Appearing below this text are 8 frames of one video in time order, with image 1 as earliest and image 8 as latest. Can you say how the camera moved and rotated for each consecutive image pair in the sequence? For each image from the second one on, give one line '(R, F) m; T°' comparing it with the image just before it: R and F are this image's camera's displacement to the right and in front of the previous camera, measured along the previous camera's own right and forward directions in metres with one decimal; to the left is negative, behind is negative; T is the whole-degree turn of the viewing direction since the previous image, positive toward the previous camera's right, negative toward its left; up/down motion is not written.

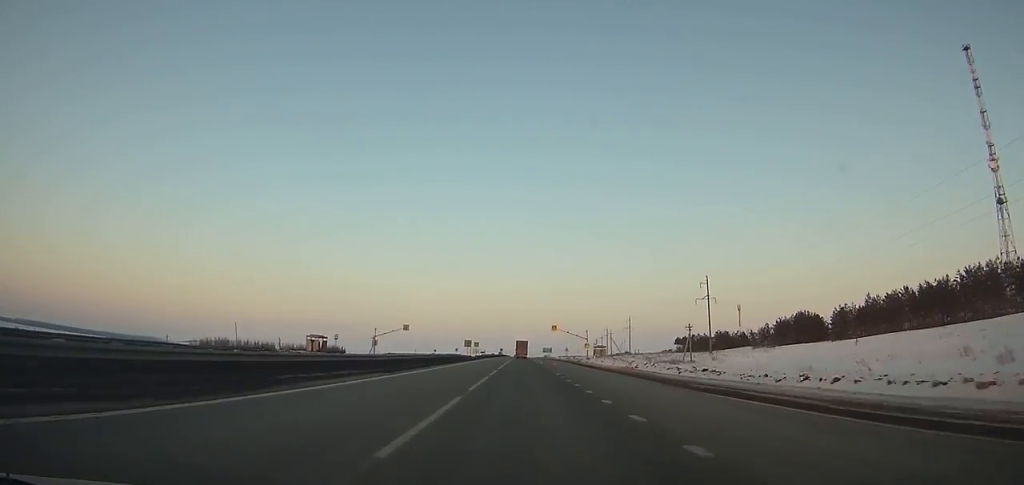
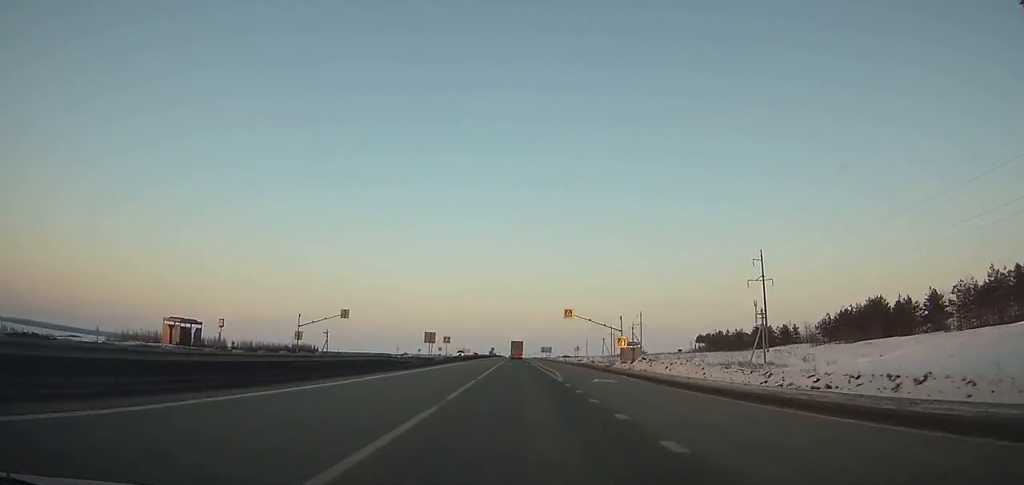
(+0.2, +39.4) m; 0°
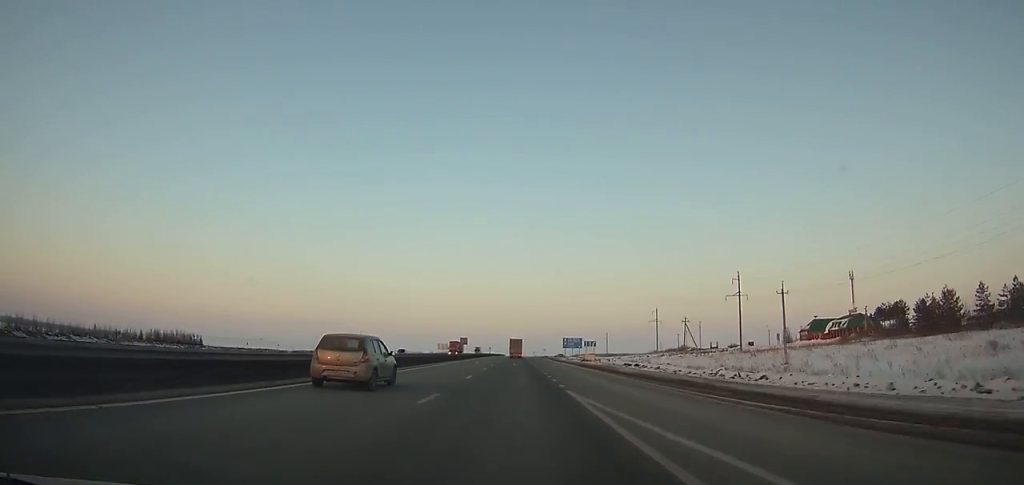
(+0.1, +118.2) m; 0°
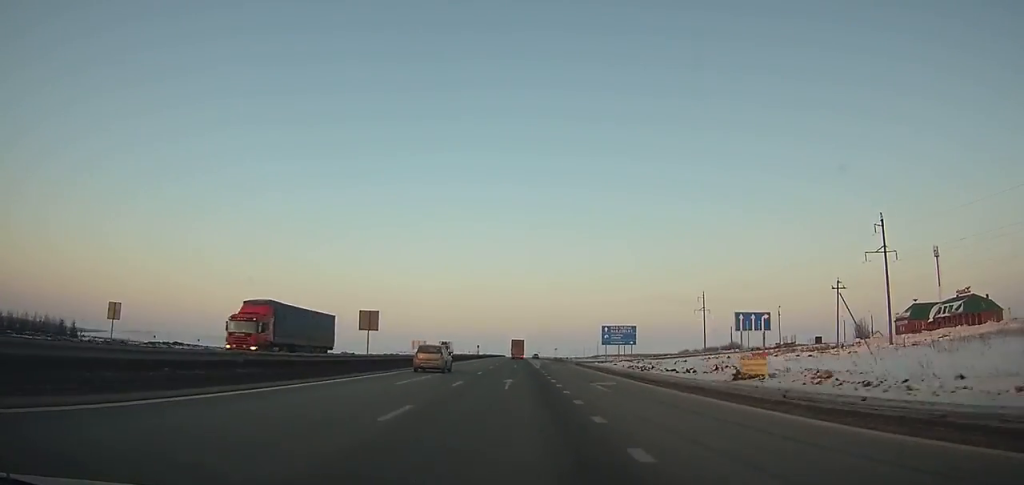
(-0.1, +61.5) m; 0°
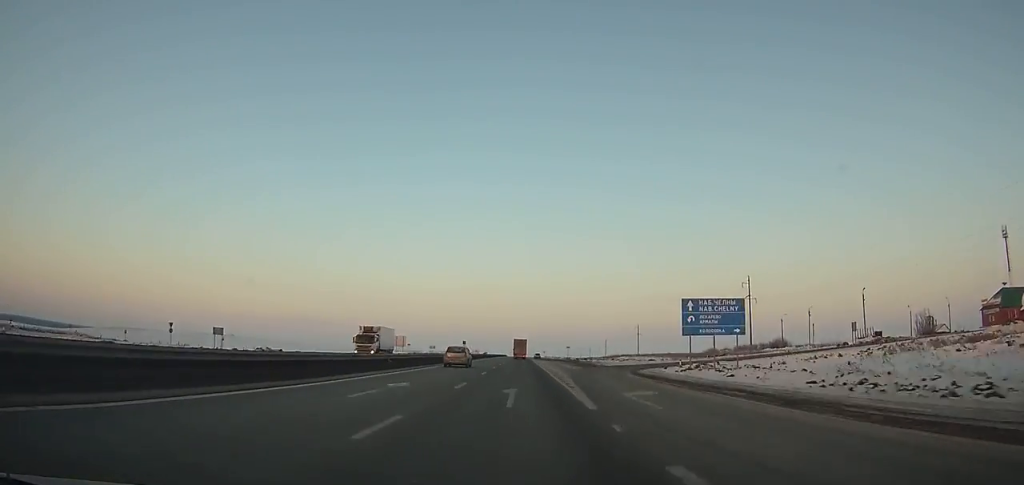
(0.0, +36.9) m; 0°
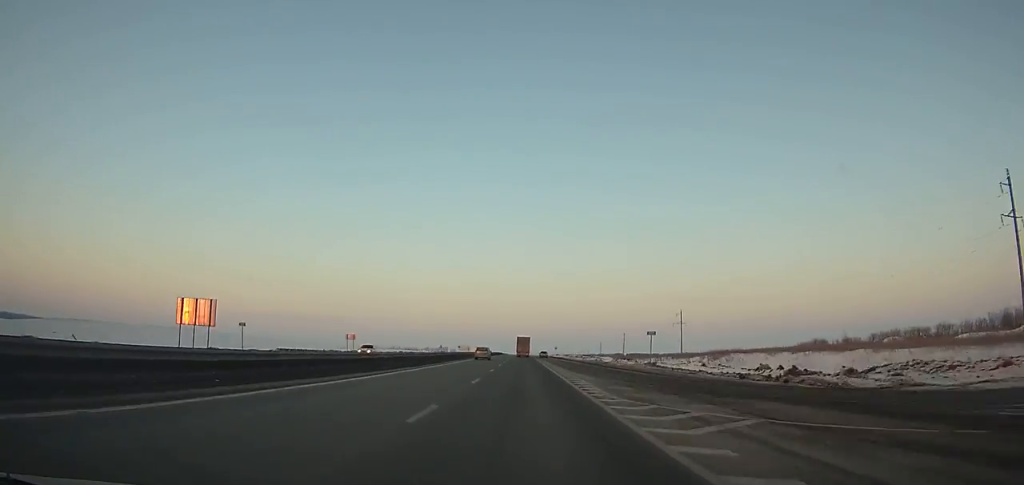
(-0.1, +93.8) m; 0°
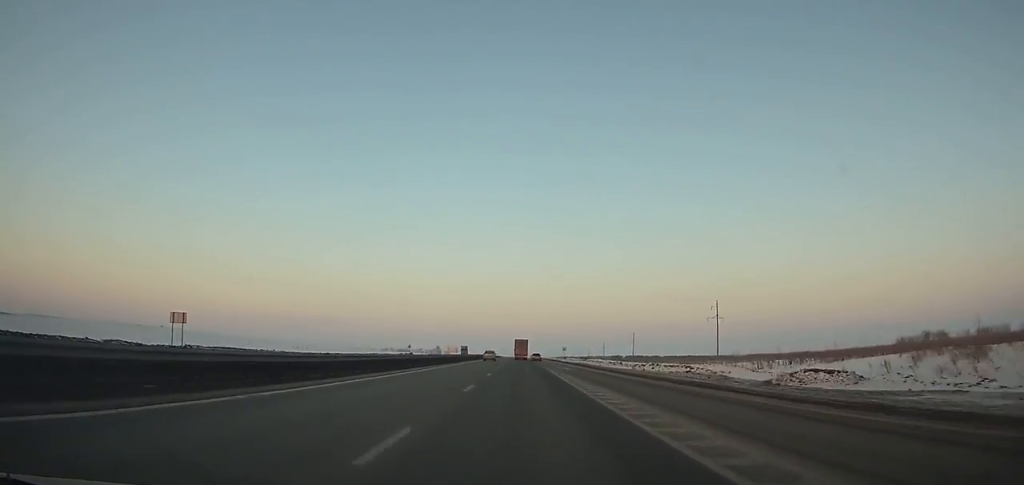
(+0.2, +52.3) m; 0°
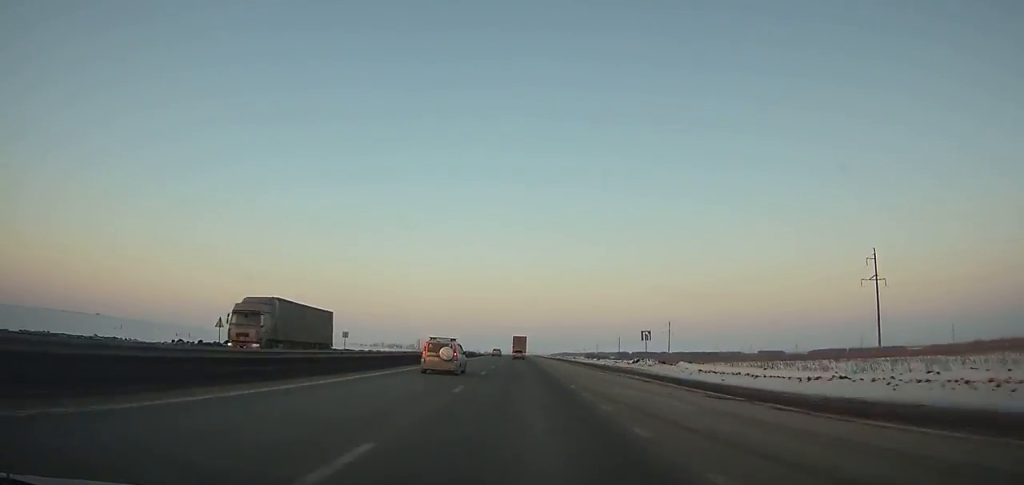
(+0.1, +97.9) m; 0°
